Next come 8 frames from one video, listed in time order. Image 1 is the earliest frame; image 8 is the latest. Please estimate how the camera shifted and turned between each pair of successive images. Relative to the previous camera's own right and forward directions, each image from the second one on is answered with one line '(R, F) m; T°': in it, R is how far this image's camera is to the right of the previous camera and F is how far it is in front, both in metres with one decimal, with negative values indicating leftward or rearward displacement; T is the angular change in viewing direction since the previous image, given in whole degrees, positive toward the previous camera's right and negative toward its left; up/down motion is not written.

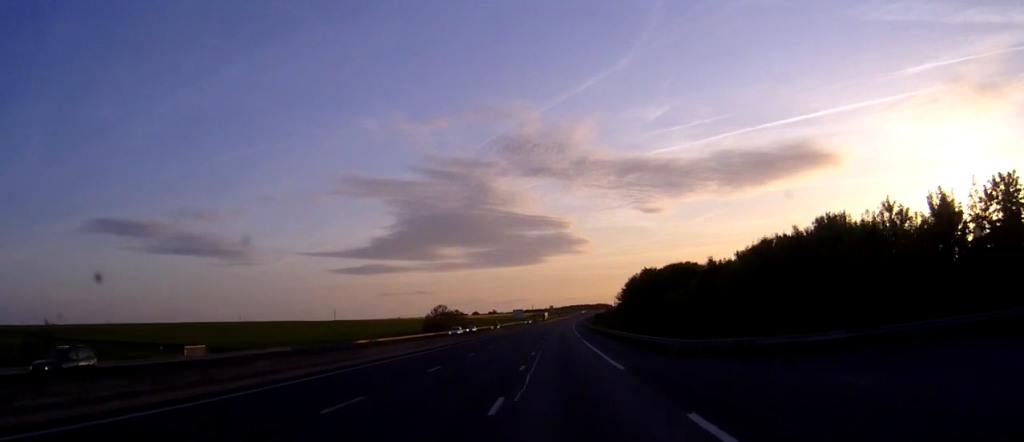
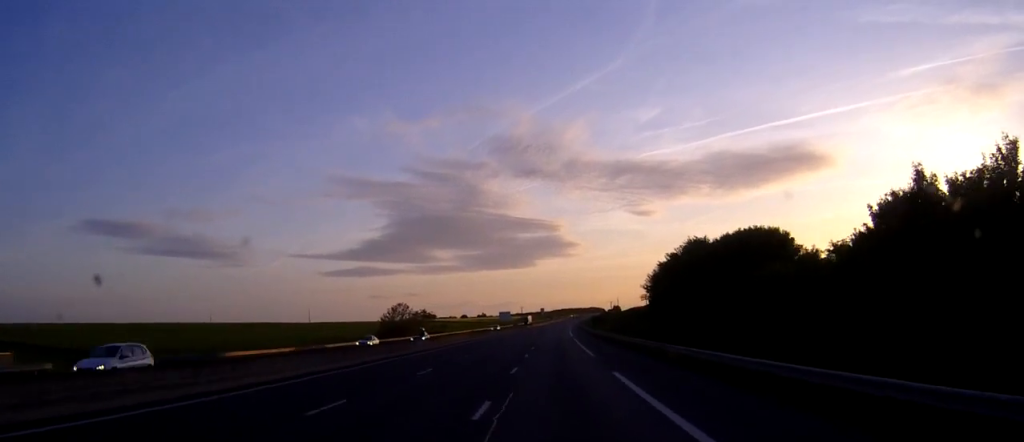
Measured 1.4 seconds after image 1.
(+0.2, +39.3) m; 0°
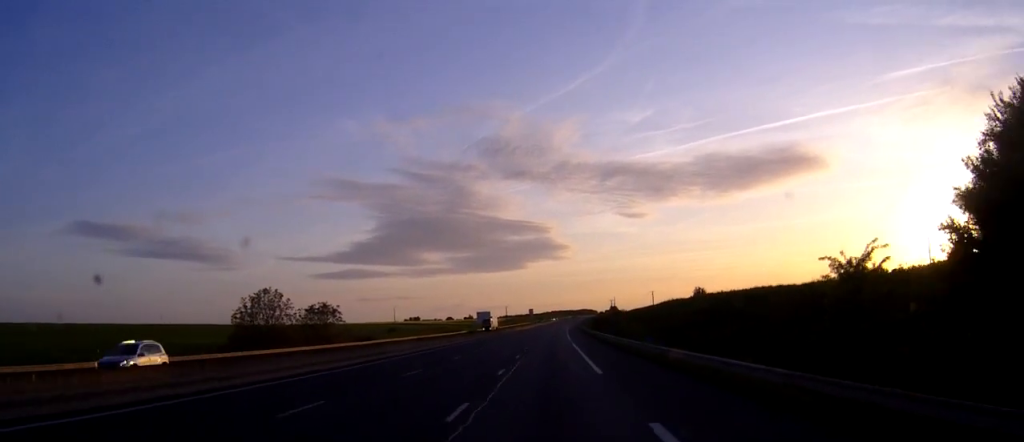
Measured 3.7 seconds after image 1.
(+0.5, +65.4) m; +1°
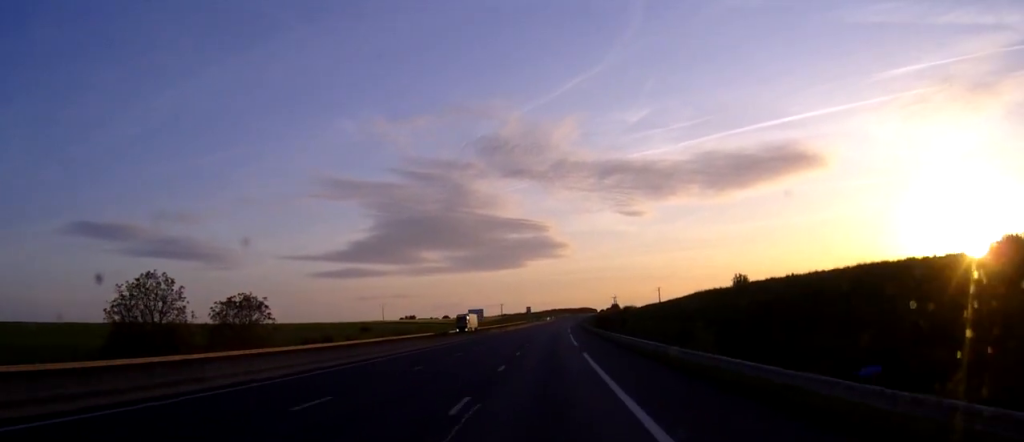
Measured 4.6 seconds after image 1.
(+0.1, +25.1) m; 0°
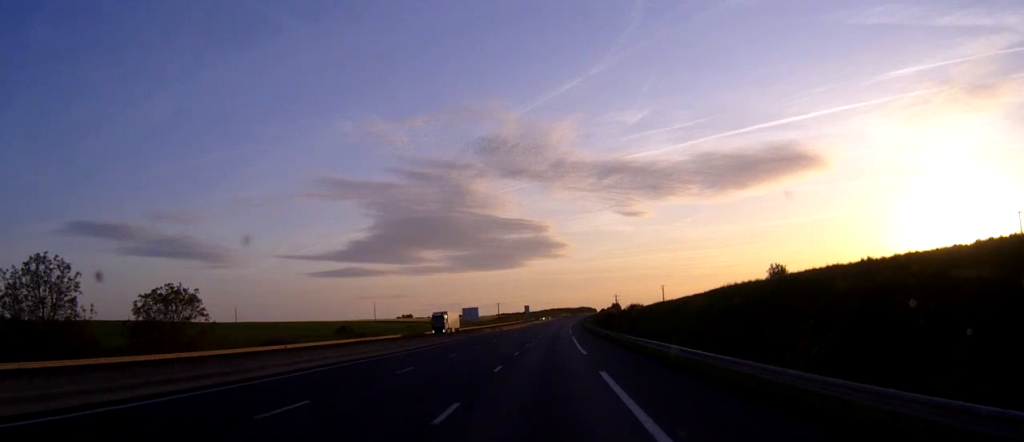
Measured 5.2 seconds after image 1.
(0.0, +14.9) m; 0°
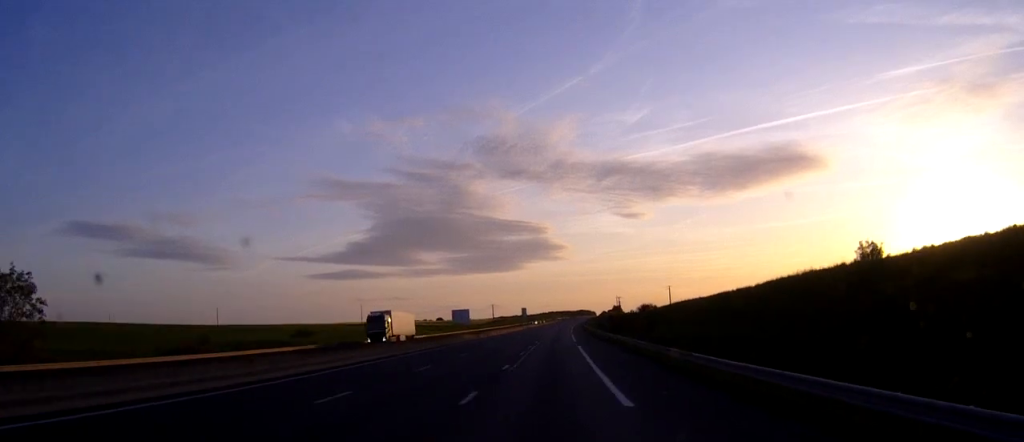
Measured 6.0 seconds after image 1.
(0.0, +22.3) m; 0°
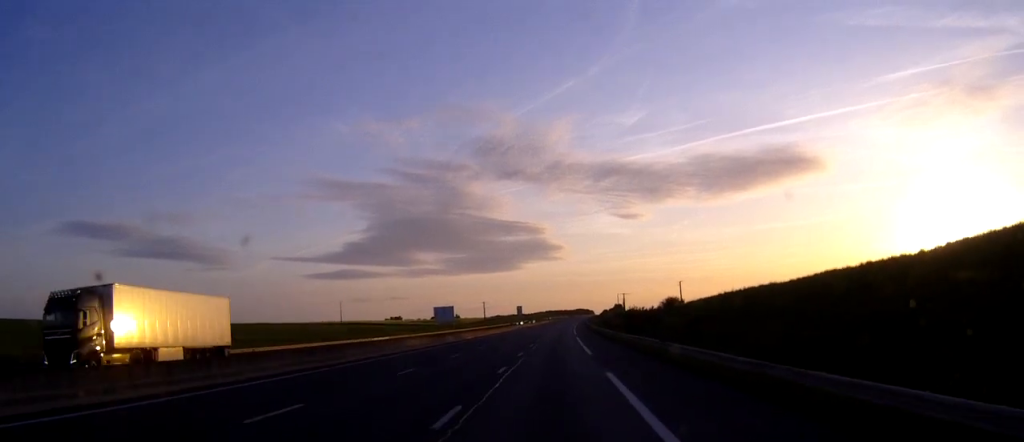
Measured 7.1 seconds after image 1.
(0.0, +30.6) m; 0°
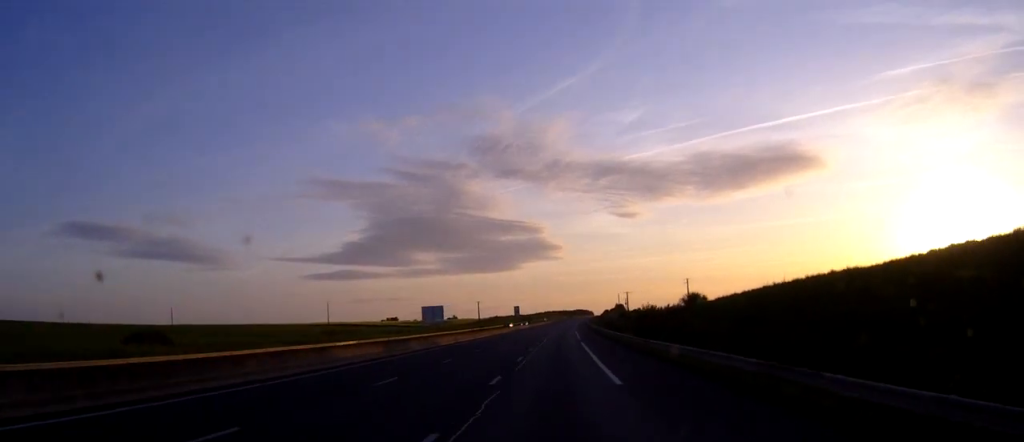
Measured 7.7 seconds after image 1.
(0.0, +16.6) m; 0°
